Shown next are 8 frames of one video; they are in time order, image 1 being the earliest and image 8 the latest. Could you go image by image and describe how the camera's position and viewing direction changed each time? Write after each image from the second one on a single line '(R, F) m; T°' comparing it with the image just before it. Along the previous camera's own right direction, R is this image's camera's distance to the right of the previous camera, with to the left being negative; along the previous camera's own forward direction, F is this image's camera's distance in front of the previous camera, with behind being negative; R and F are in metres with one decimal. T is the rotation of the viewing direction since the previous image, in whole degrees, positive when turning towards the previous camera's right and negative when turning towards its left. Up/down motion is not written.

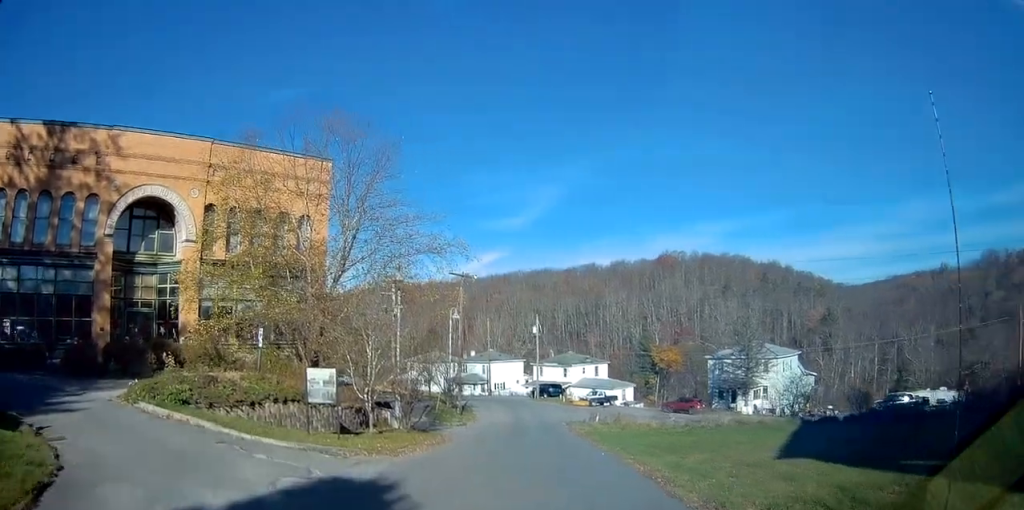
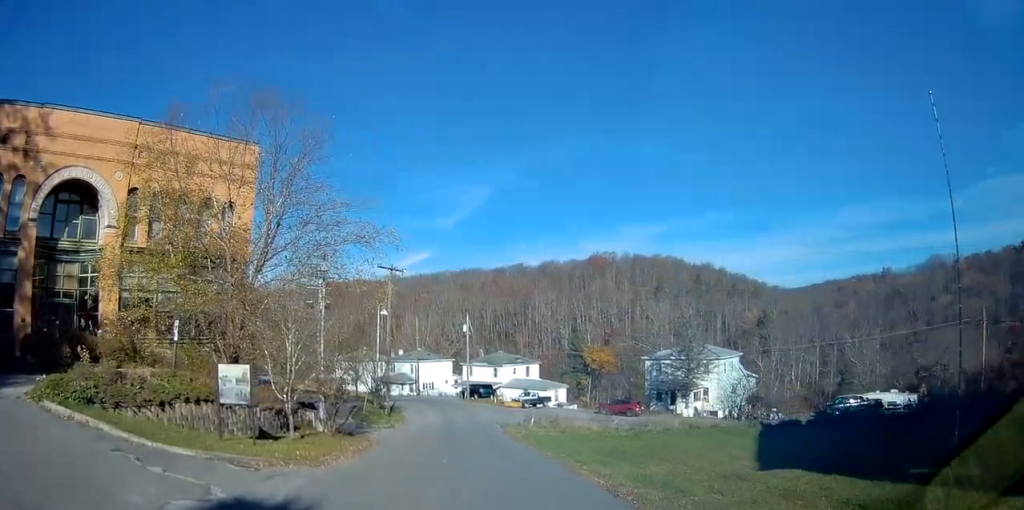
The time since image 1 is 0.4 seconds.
(+0.3, +2.0) m; +6°
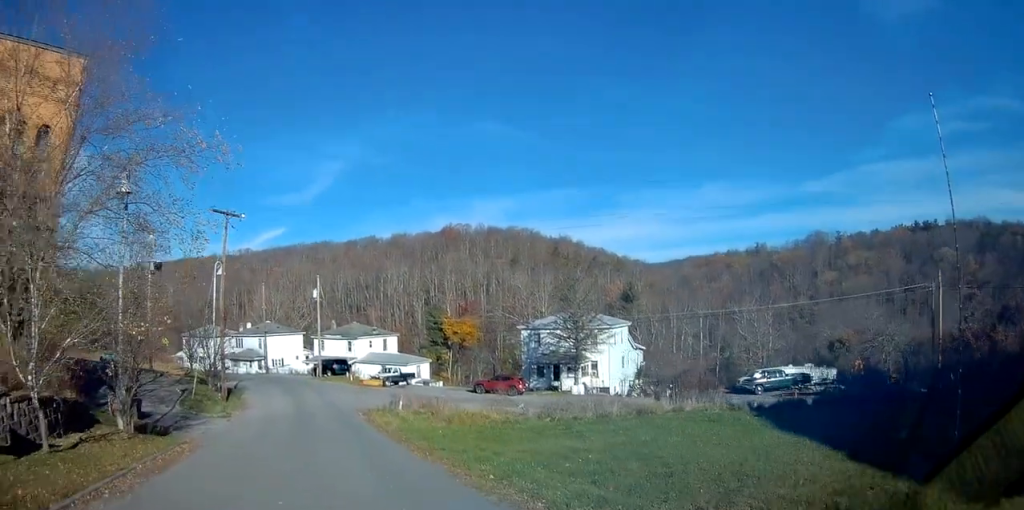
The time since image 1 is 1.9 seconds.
(+1.1, +7.6) m; +16°
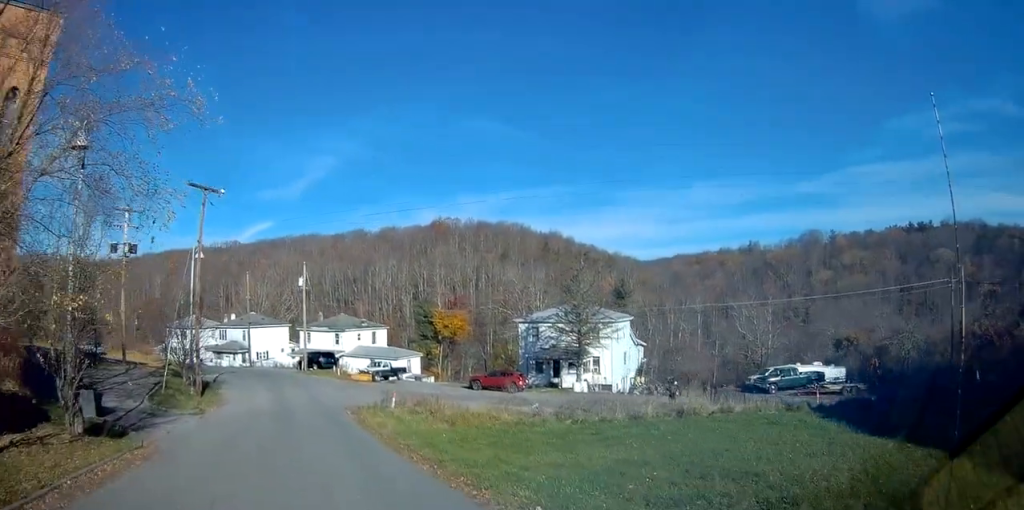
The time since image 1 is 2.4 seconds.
(+0.3, +3.0) m; +2°
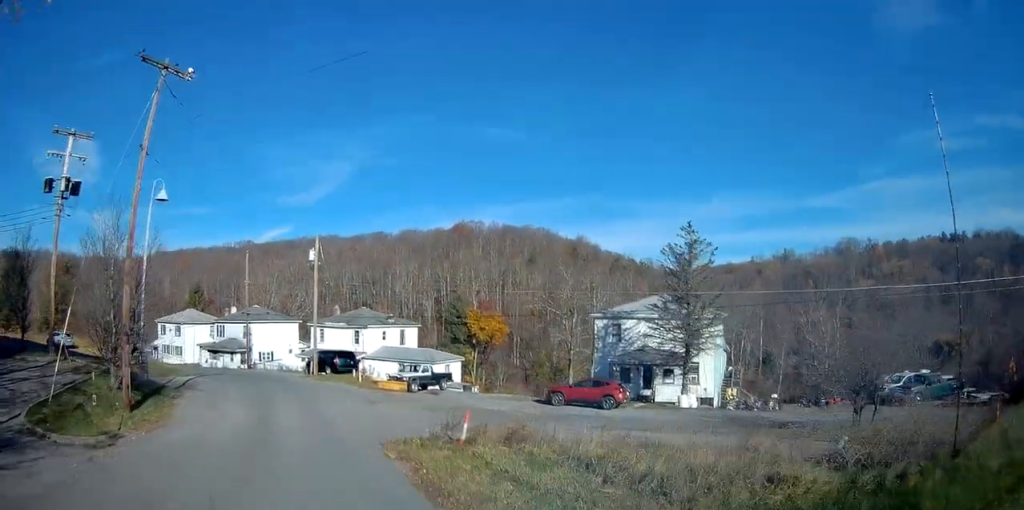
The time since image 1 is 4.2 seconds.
(+0.1, +11.8) m; -1°
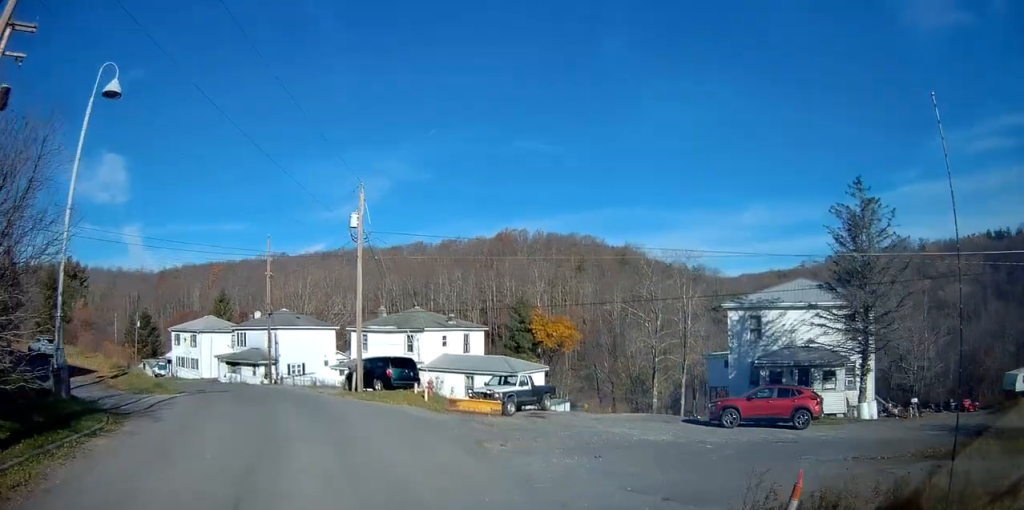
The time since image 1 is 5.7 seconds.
(-0.1, +11.4) m; -2°
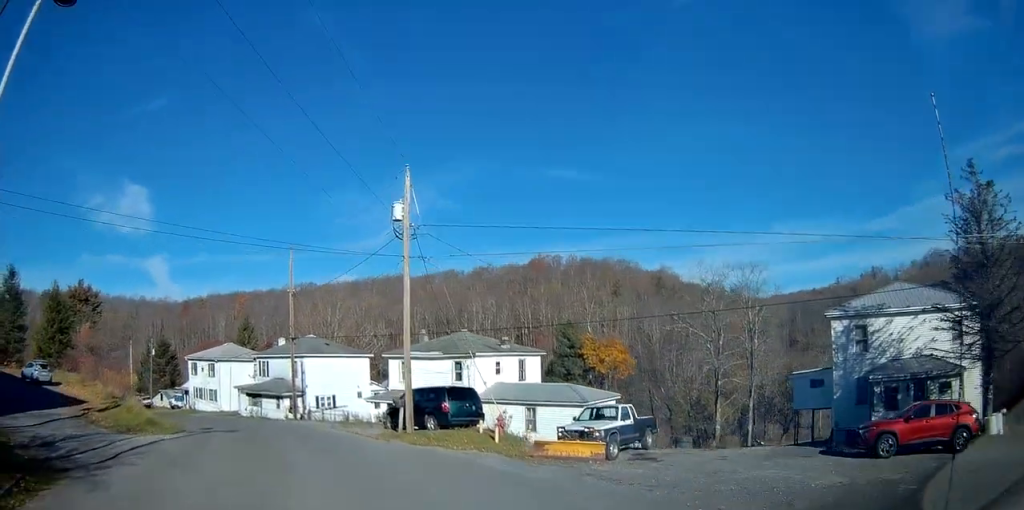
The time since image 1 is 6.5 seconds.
(-0.1, +6.5) m; -4°
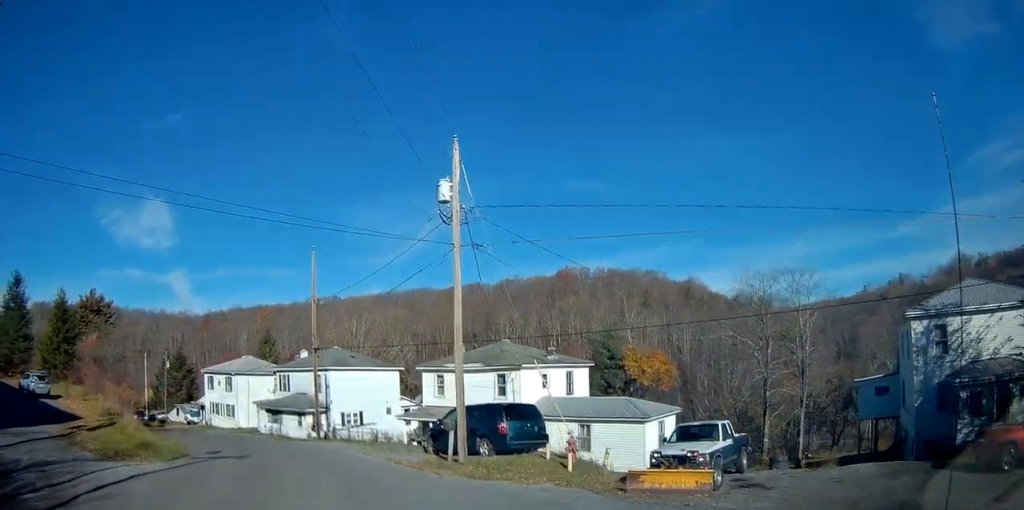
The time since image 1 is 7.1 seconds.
(-0.1, +4.3) m; -3°
